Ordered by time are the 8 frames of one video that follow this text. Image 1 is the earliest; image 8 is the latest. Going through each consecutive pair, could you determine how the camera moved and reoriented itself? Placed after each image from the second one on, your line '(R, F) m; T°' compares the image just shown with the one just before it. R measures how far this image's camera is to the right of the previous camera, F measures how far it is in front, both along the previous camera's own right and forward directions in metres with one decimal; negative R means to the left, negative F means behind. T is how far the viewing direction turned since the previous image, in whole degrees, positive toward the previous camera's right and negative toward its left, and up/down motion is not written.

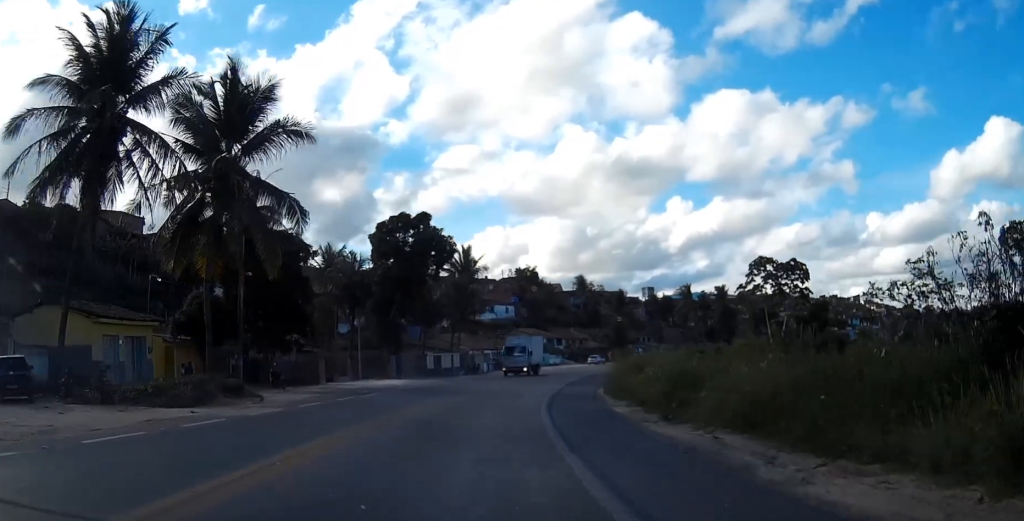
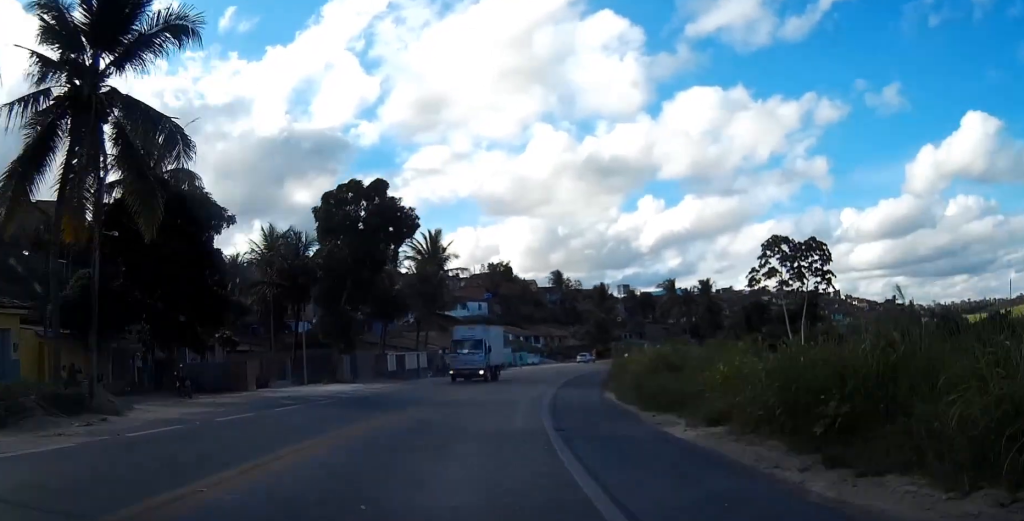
(0.0, +10.3) m; +2°
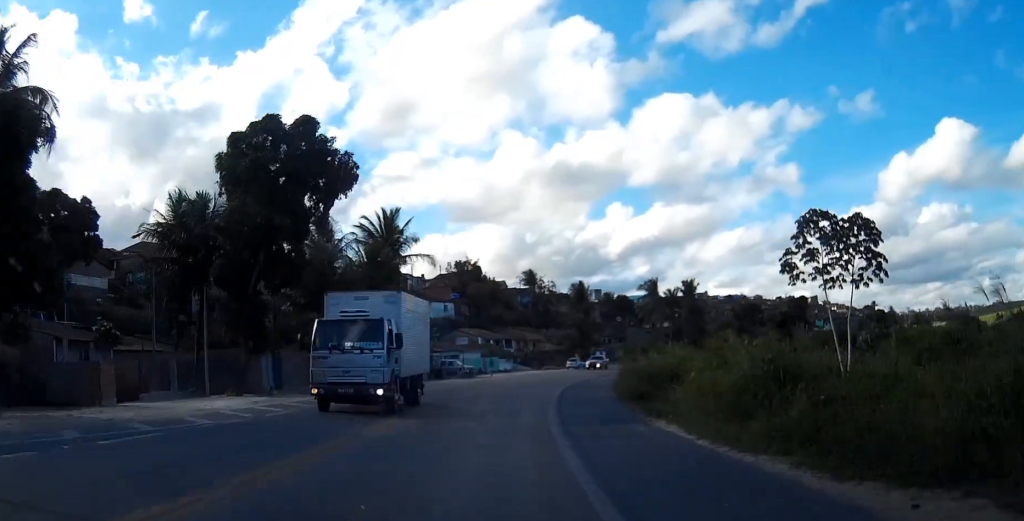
(+0.6, +13.0) m; +3°
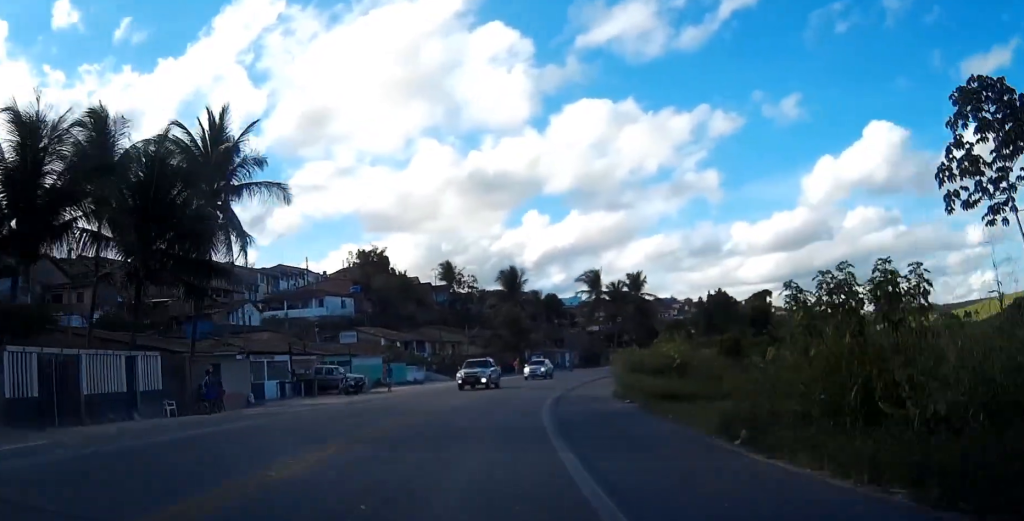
(+1.1, +26.4) m; +6°
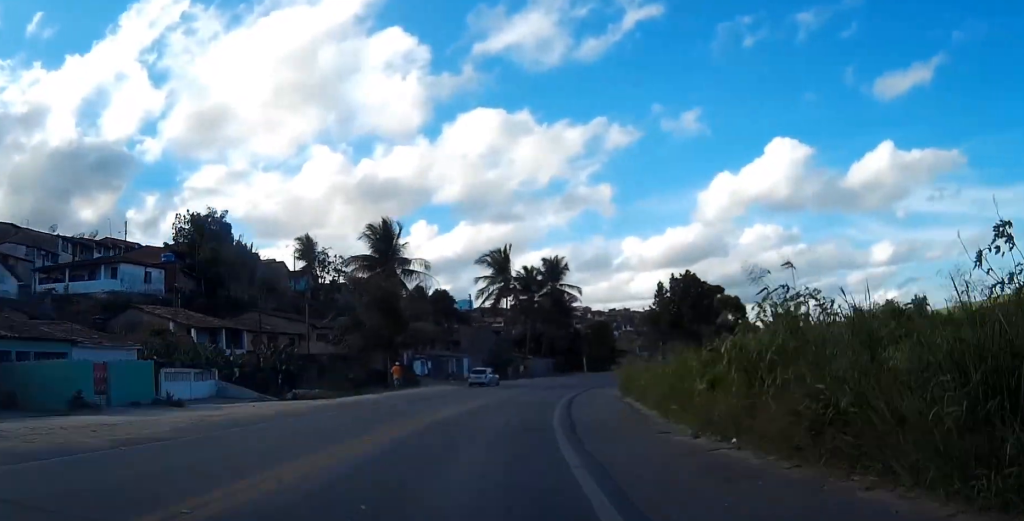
(+2.7, +34.5) m; +9°
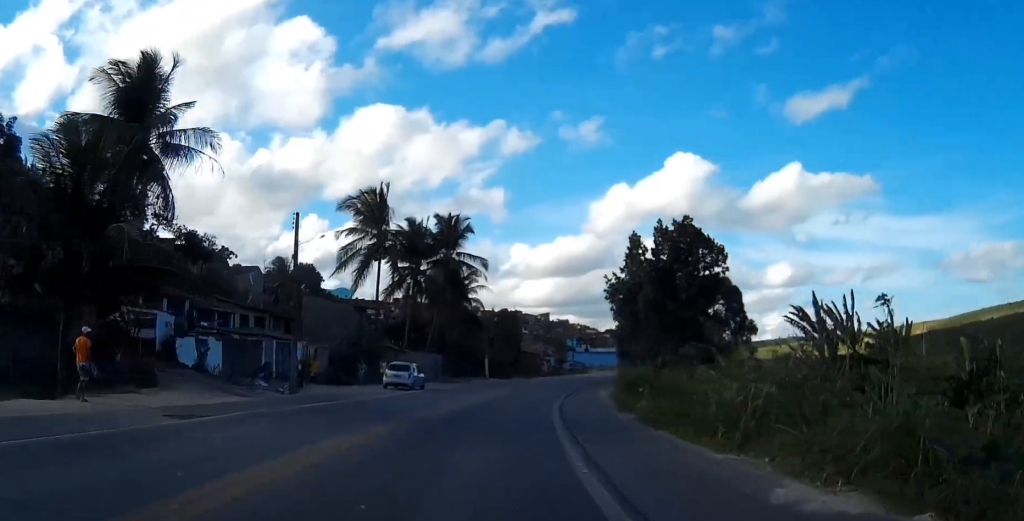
(+1.9, +32.0) m; +7°
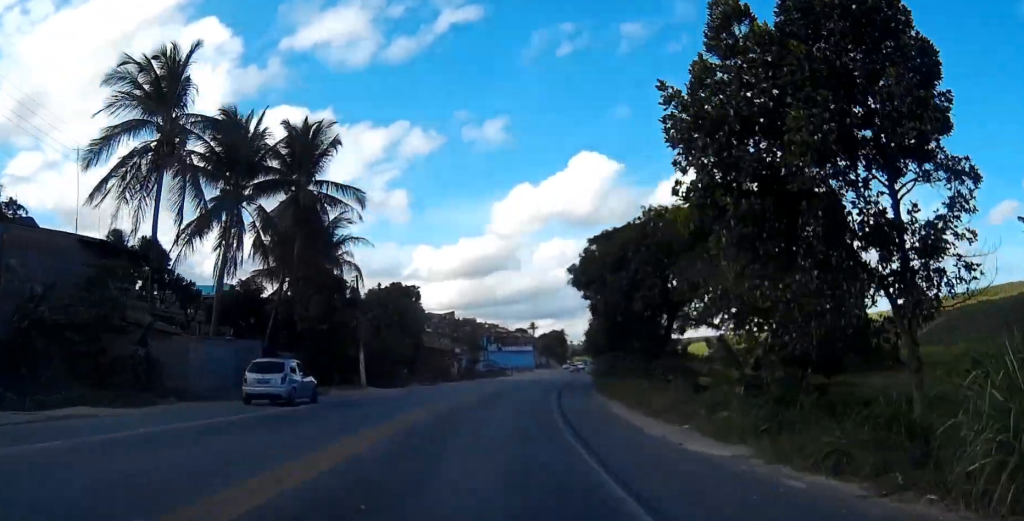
(+2.1, +31.1) m; +7°
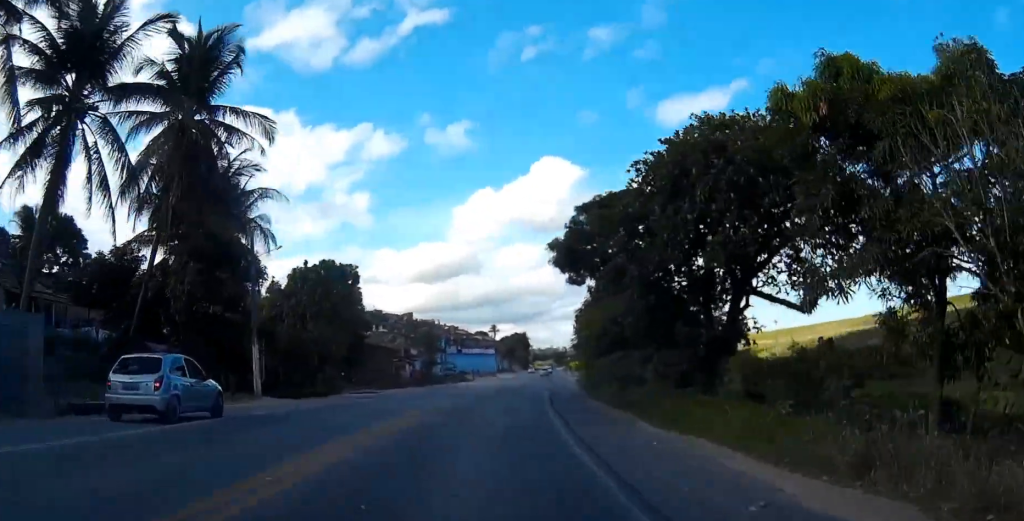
(+0.4, +14.8) m; +3°
